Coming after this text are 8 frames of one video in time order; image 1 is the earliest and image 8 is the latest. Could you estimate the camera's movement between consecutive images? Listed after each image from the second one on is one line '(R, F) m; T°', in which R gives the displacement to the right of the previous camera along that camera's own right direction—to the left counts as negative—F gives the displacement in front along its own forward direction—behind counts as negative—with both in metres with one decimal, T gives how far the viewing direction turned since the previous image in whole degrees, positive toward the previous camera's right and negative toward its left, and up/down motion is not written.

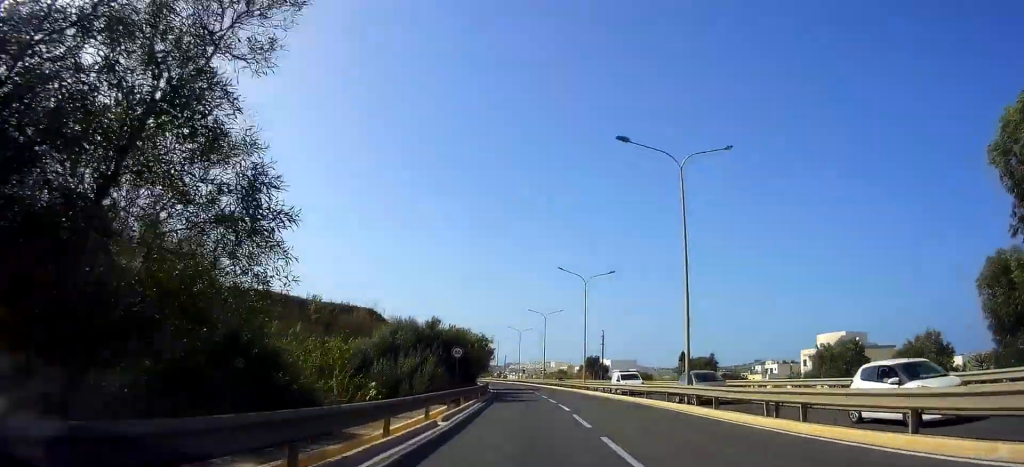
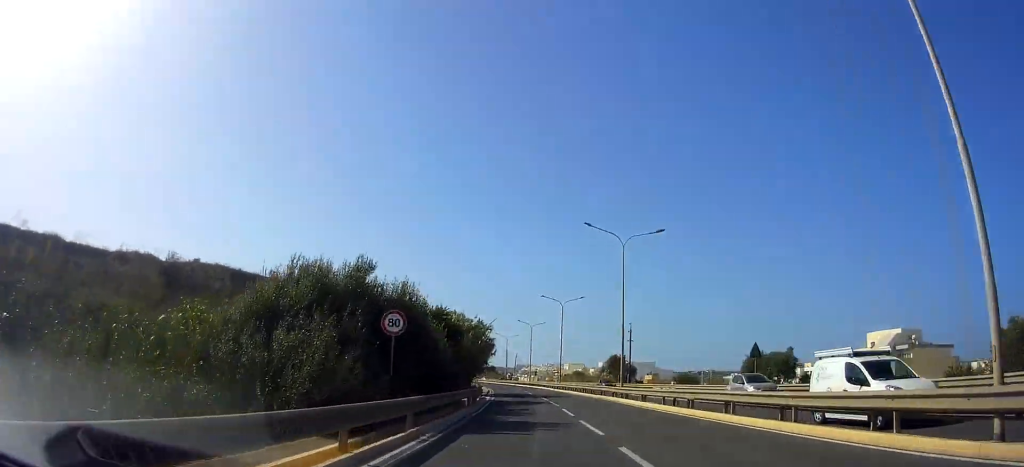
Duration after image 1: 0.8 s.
(-0.5, +15.1) m; 0°
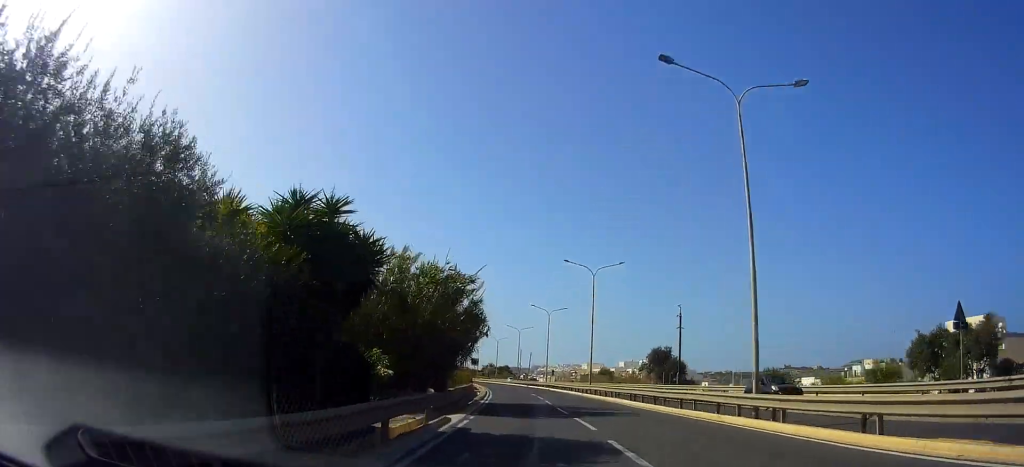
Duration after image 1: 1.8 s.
(+0.9, +19.0) m; 0°
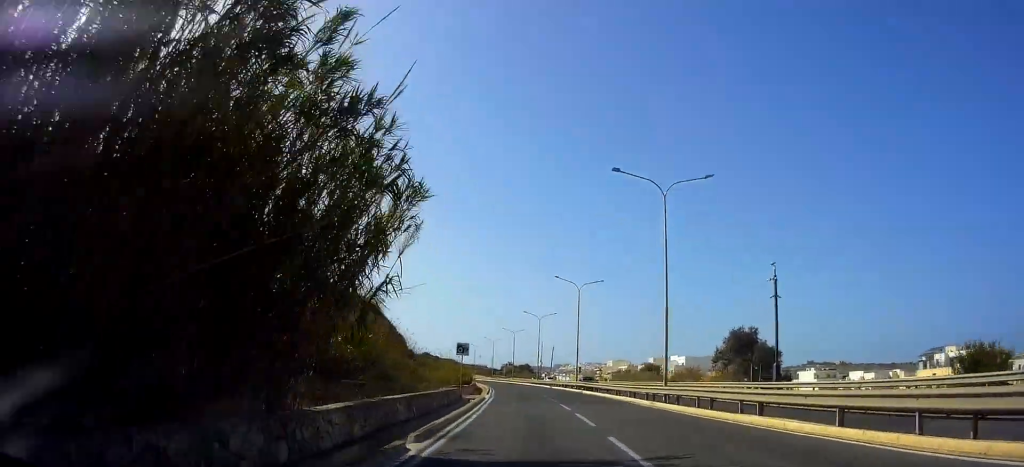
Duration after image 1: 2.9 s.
(-0.9, +19.3) m; -3°
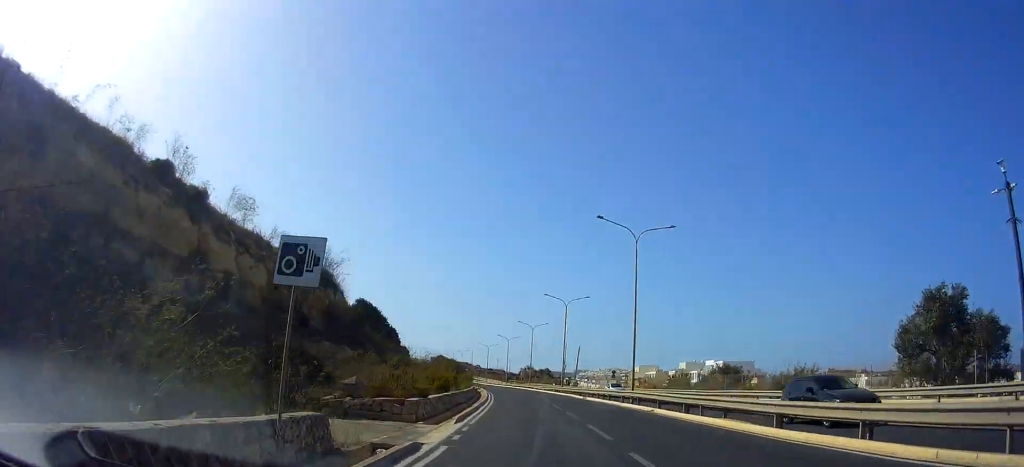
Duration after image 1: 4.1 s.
(0.0, +21.0) m; -1°
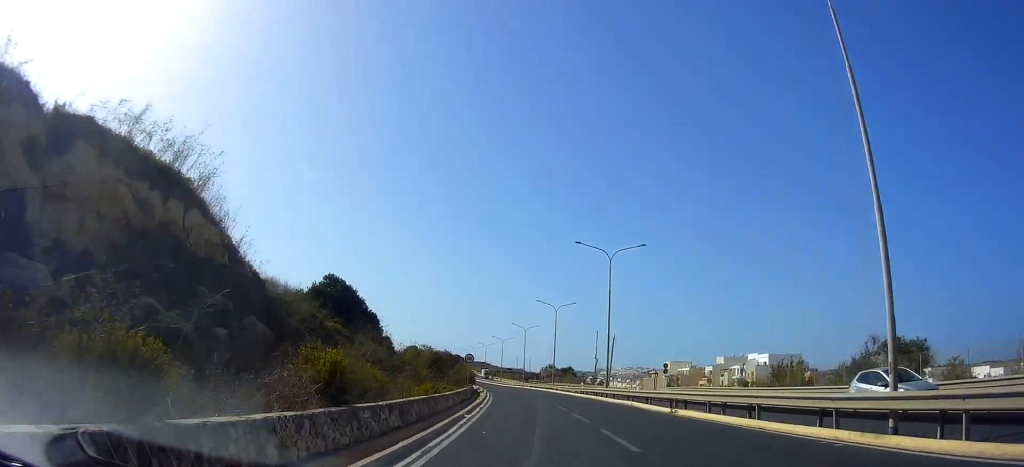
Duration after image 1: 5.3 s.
(-0.6, +21.6) m; -3°
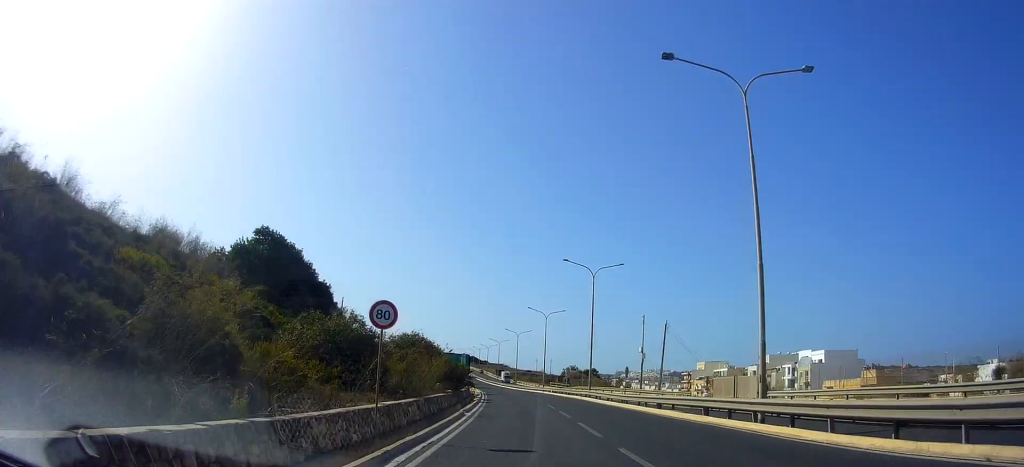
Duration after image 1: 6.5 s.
(-0.5, +22.5) m; -1°
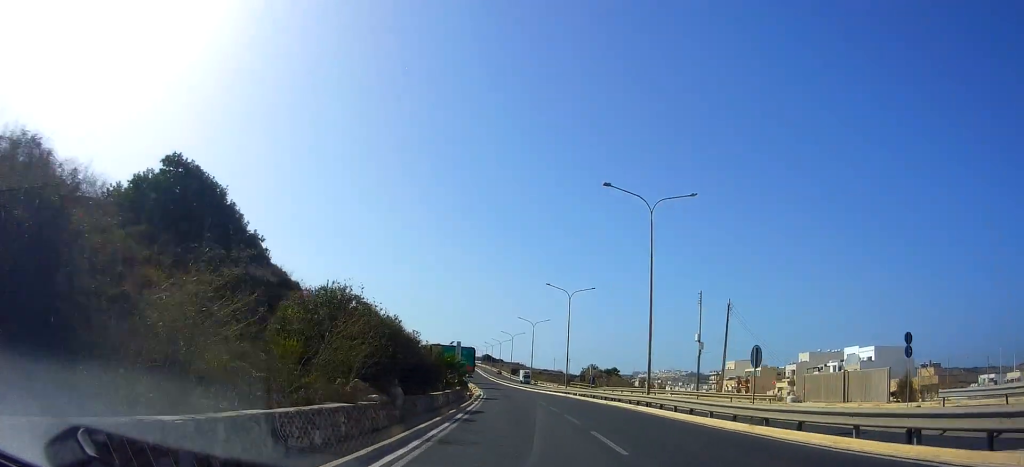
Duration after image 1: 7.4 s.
(0.0, +15.9) m; 0°
